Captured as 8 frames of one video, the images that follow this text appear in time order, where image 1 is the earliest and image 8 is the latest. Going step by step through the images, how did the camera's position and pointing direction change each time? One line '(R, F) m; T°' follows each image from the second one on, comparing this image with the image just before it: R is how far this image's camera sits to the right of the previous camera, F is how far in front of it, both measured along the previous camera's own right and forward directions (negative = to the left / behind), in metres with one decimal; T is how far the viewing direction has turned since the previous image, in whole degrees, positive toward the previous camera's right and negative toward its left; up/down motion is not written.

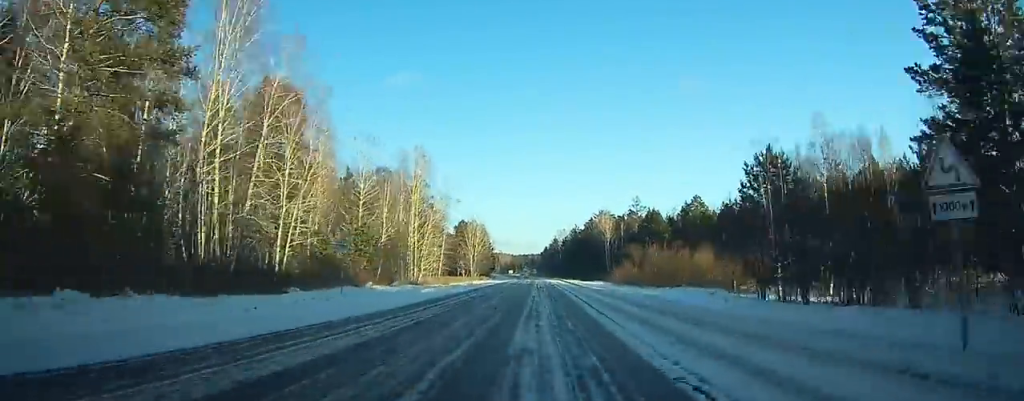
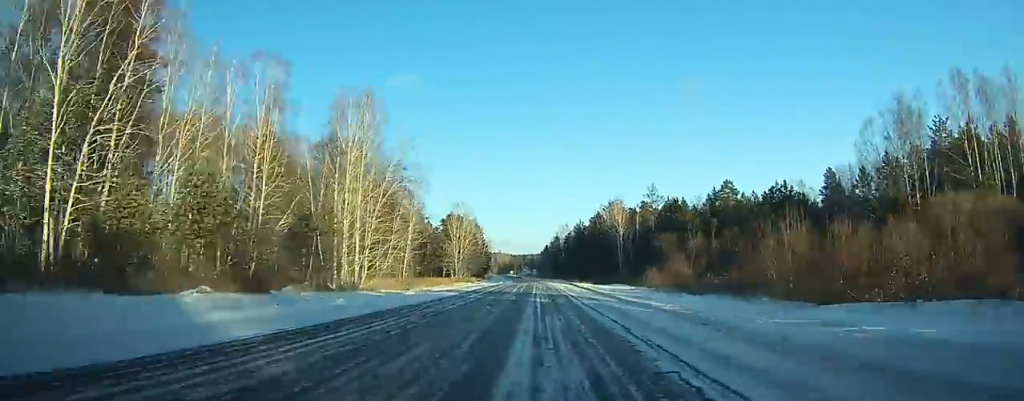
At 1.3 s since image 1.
(+0.1, +30.8) m; 0°
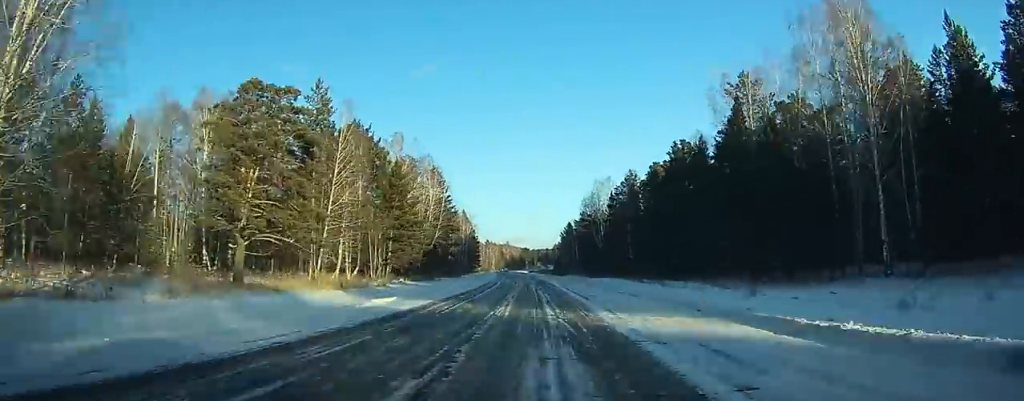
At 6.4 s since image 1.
(-0.3, +123.7) m; 0°
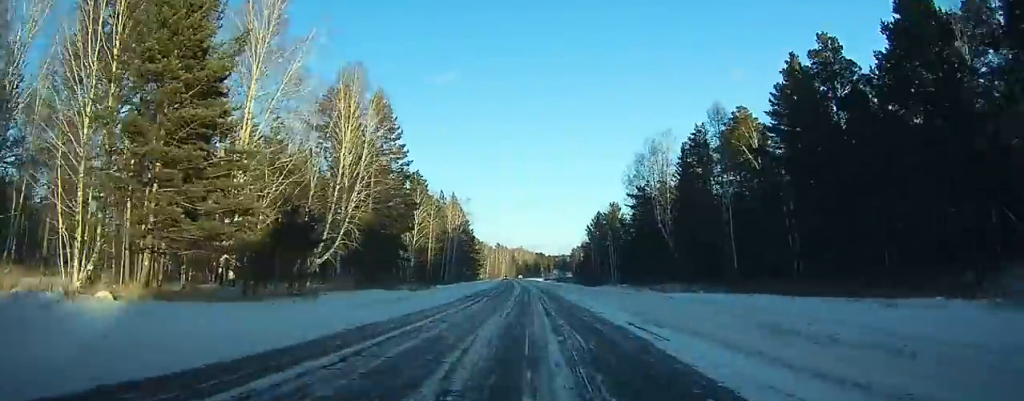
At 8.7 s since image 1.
(-0.3, +55.3) m; -1°
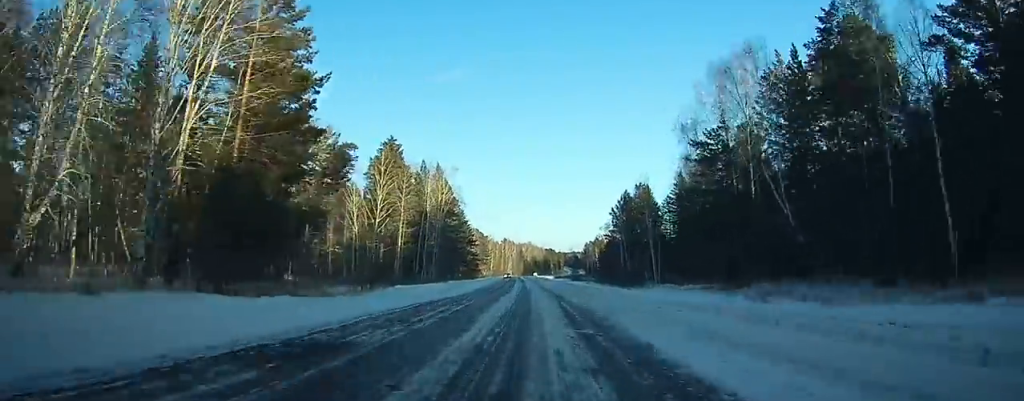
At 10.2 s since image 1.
(-0.4, +34.5) m; -1°
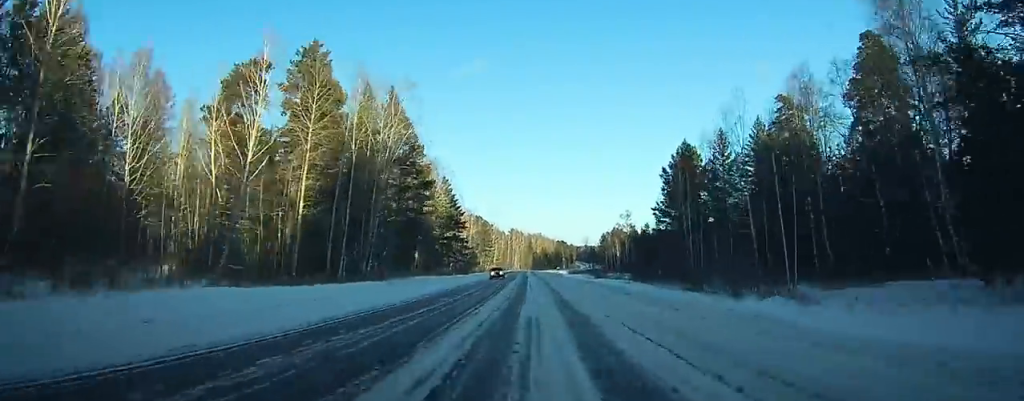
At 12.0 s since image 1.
(-0.1, +42.0) m; -1°
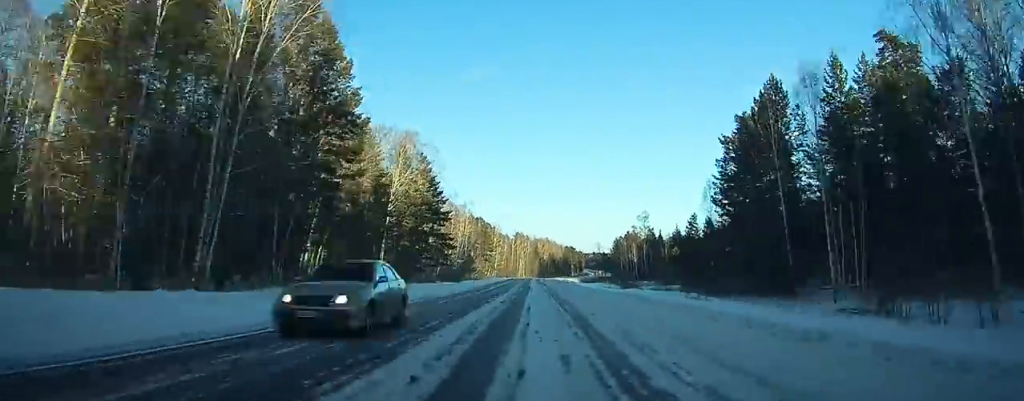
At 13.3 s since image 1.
(-0.3, +29.4) m; -1°
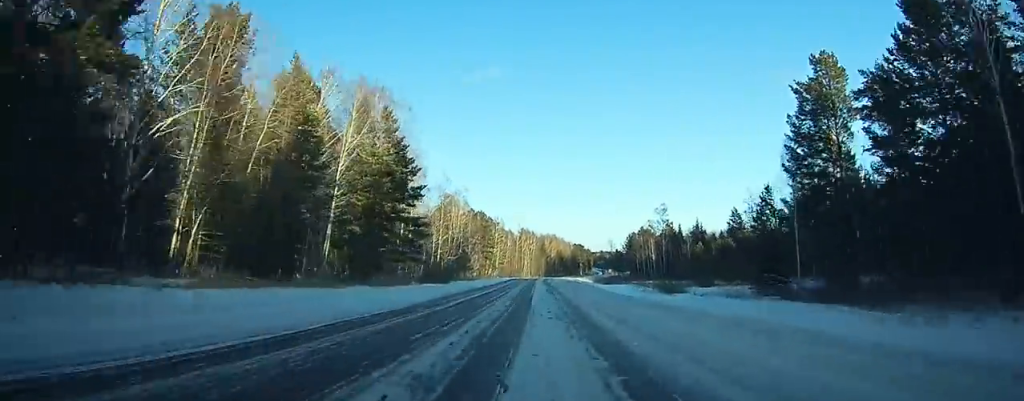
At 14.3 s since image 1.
(-0.1, +24.7) m; -1°
